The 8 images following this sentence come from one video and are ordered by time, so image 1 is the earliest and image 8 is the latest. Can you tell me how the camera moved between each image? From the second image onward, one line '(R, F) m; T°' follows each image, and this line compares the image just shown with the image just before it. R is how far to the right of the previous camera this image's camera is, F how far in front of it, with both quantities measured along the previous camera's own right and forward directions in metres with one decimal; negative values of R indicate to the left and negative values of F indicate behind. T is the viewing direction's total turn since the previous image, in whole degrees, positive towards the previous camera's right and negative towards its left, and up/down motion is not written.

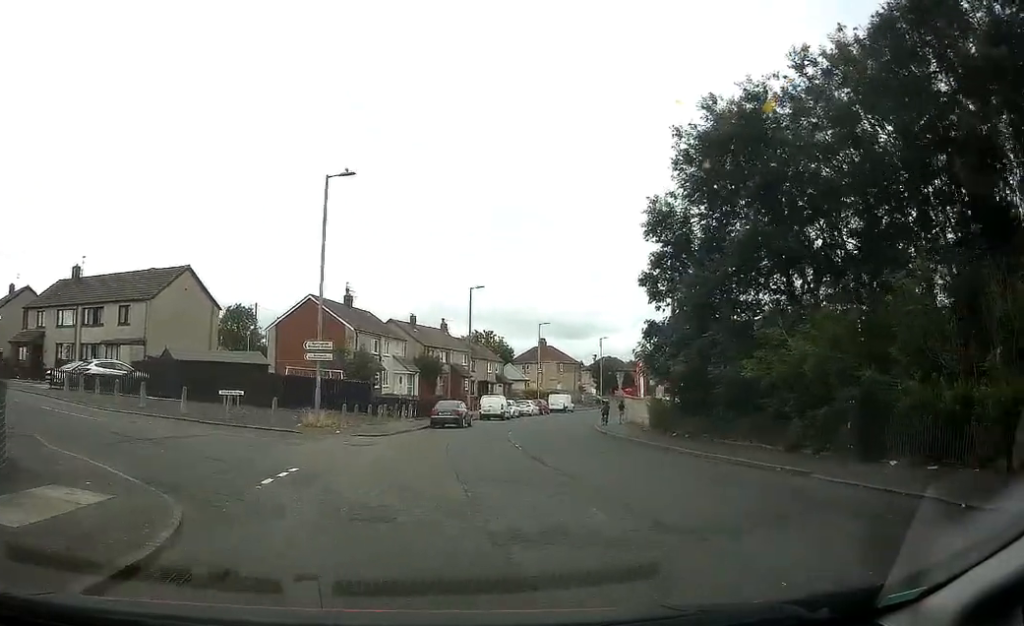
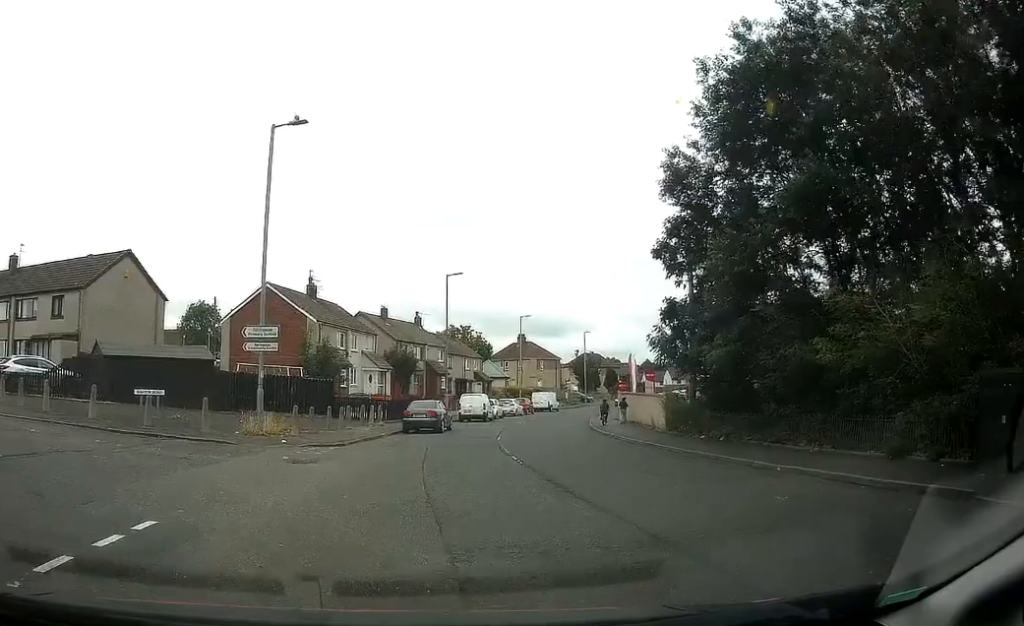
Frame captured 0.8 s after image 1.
(+0.2, +5.6) m; +1°
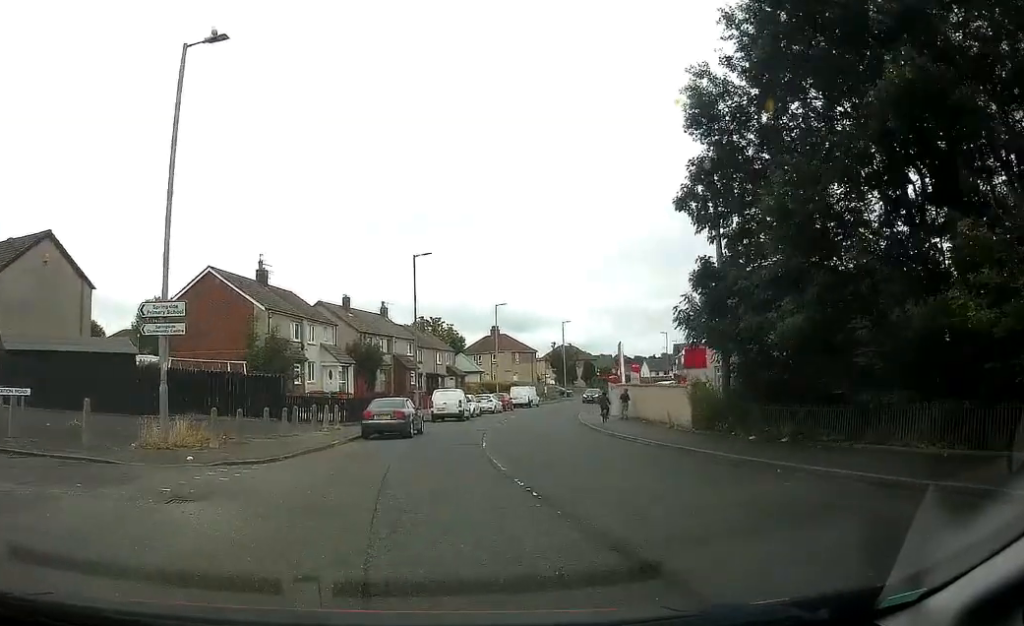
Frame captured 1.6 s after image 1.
(-0.3, +6.0) m; 0°
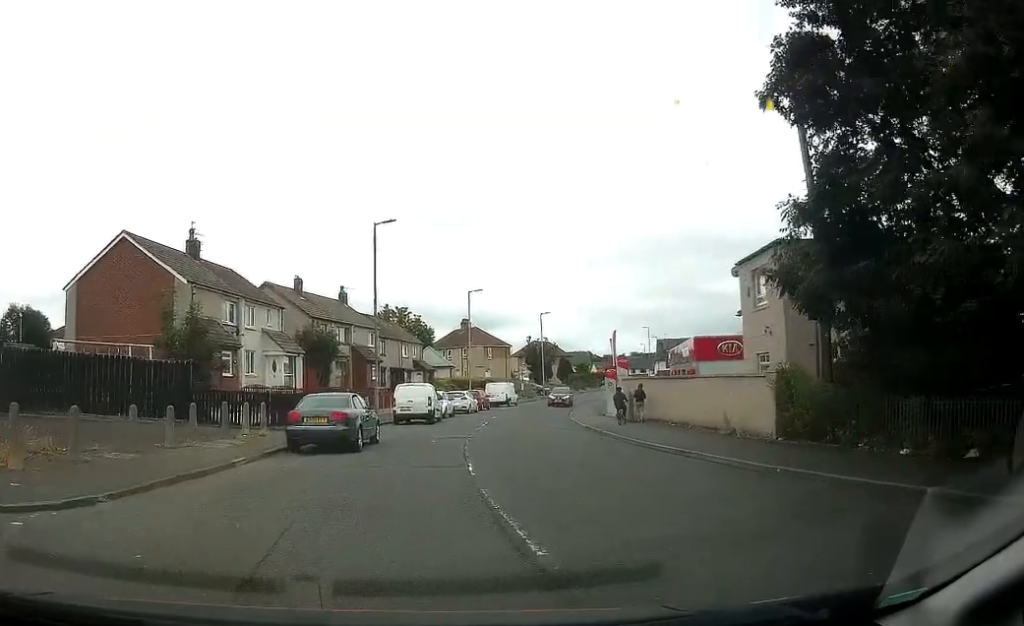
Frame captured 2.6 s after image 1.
(+0.4, +7.5) m; +4°
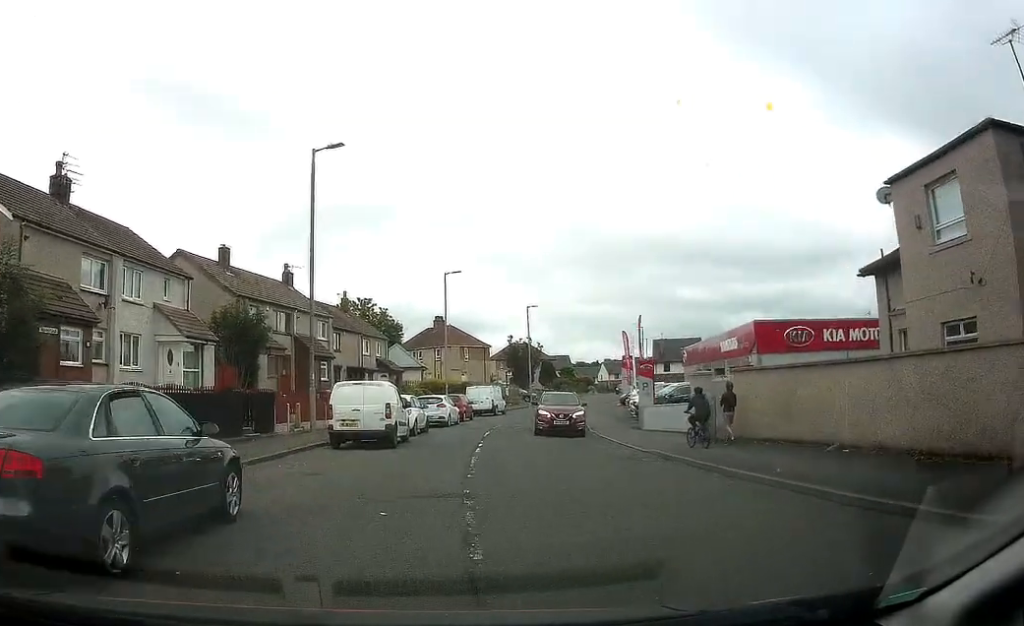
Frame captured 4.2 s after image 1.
(+0.6, +12.5) m; +5°
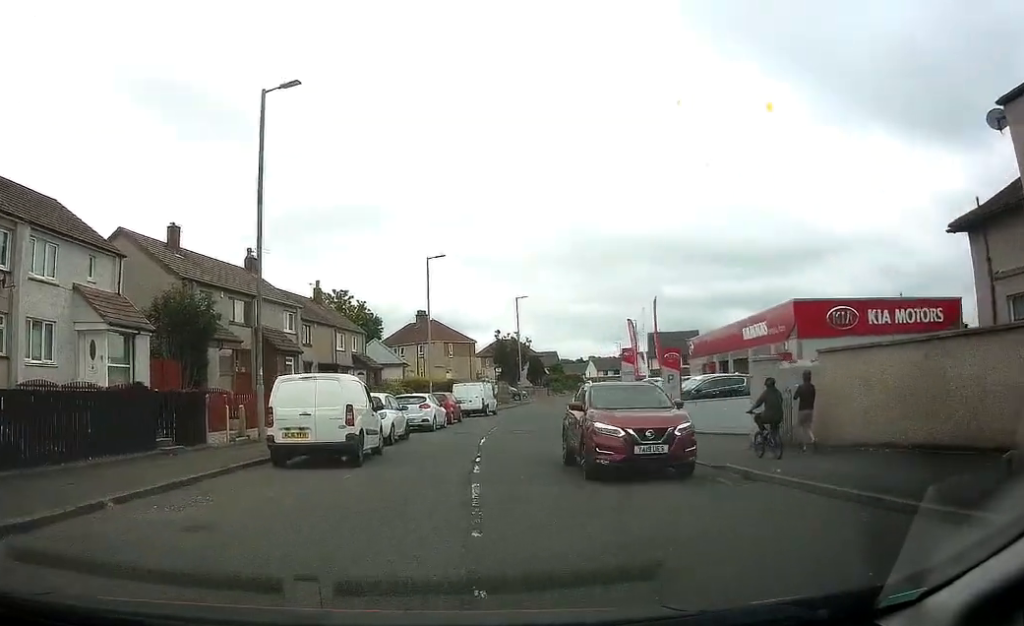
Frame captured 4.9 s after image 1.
(+0.1, +5.3) m; 0°
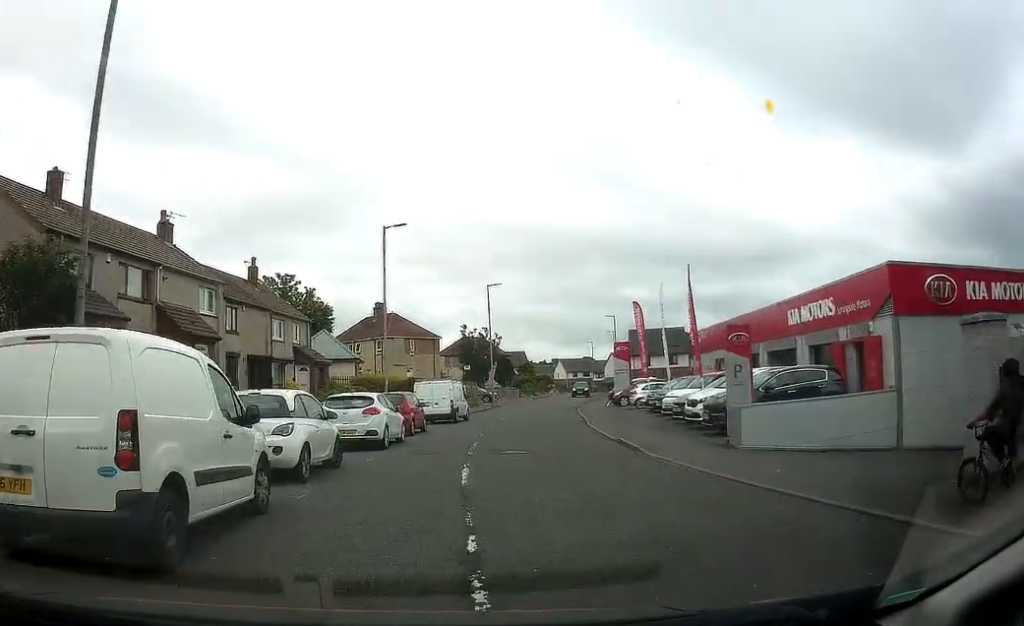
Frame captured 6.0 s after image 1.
(-0.3, +8.7) m; -1°
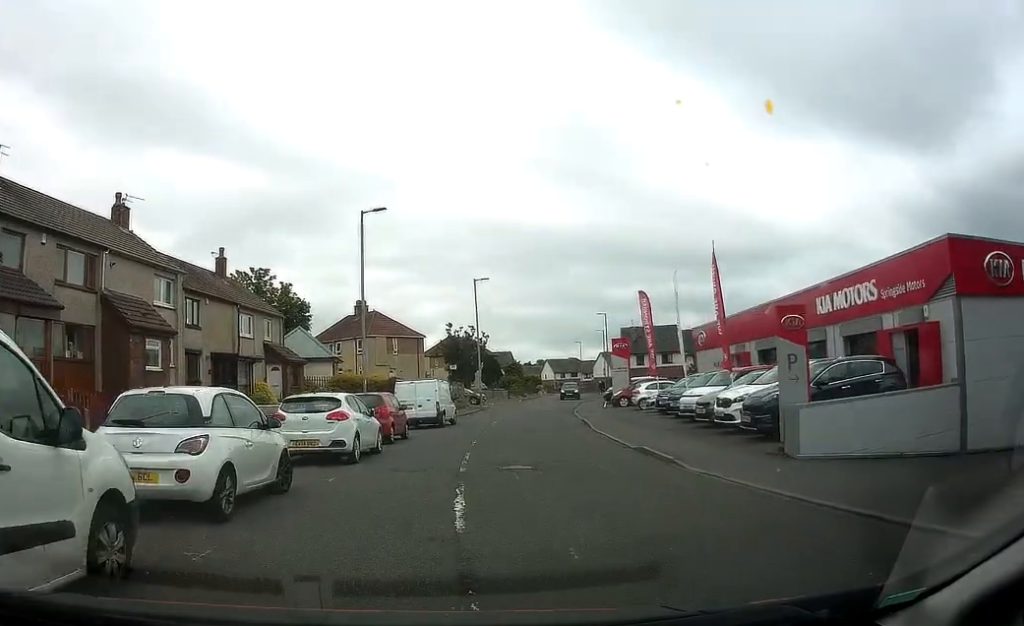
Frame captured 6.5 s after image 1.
(-0.3, +3.5) m; +2°
